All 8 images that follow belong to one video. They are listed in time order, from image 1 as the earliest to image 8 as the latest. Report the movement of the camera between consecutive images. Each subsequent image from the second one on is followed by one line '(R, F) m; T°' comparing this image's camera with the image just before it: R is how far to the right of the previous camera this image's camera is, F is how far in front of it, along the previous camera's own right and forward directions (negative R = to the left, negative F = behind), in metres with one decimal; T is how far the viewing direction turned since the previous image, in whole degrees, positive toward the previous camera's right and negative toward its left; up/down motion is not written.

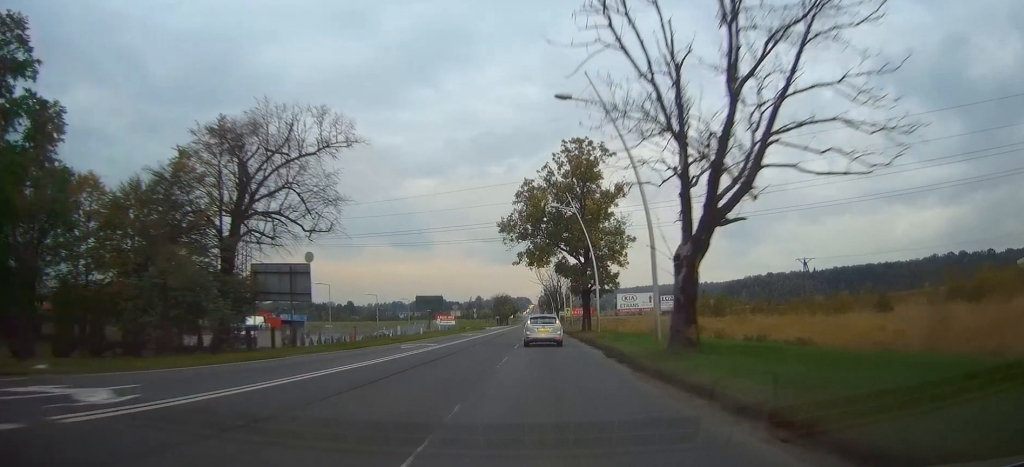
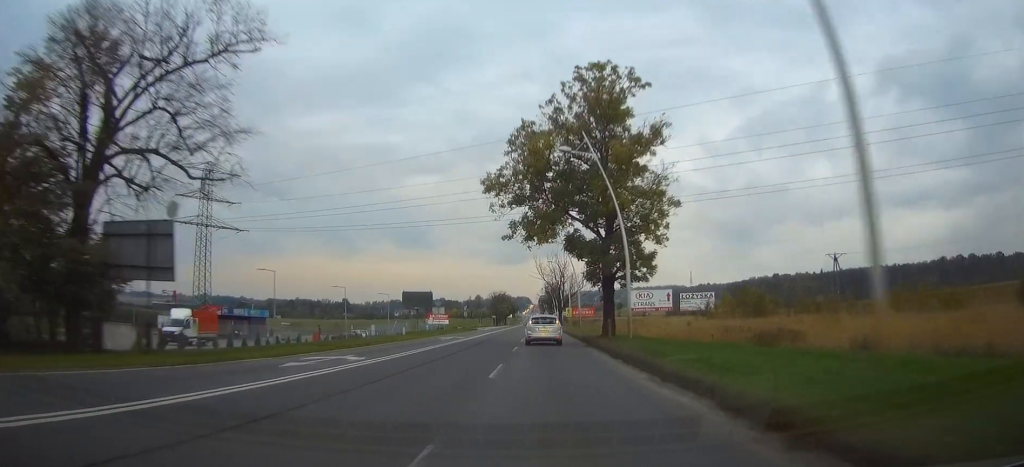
(-0.1, +15.6) m; 0°
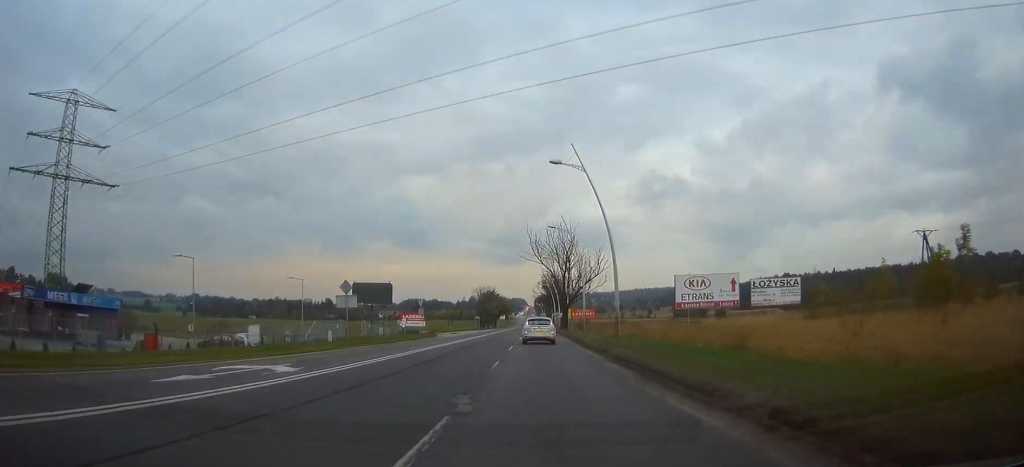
(0.0, +35.0) m; 0°
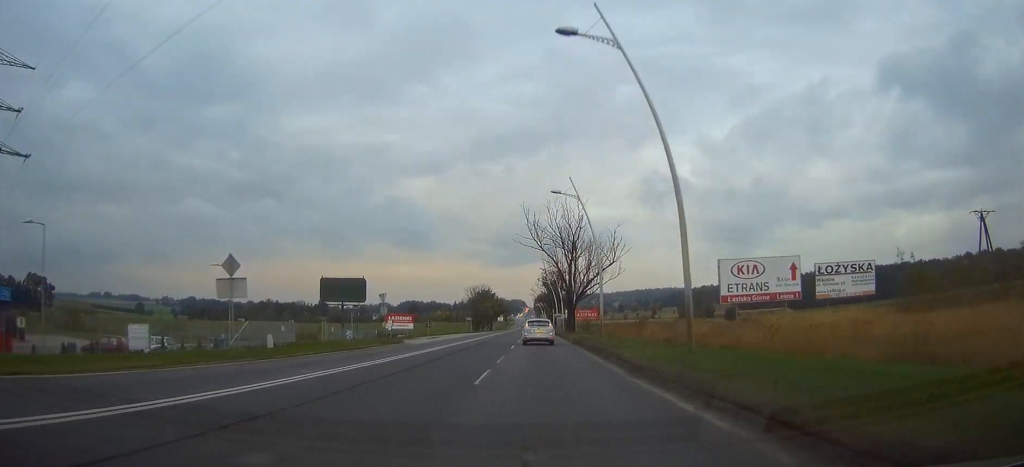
(0.0, +15.8) m; 0°
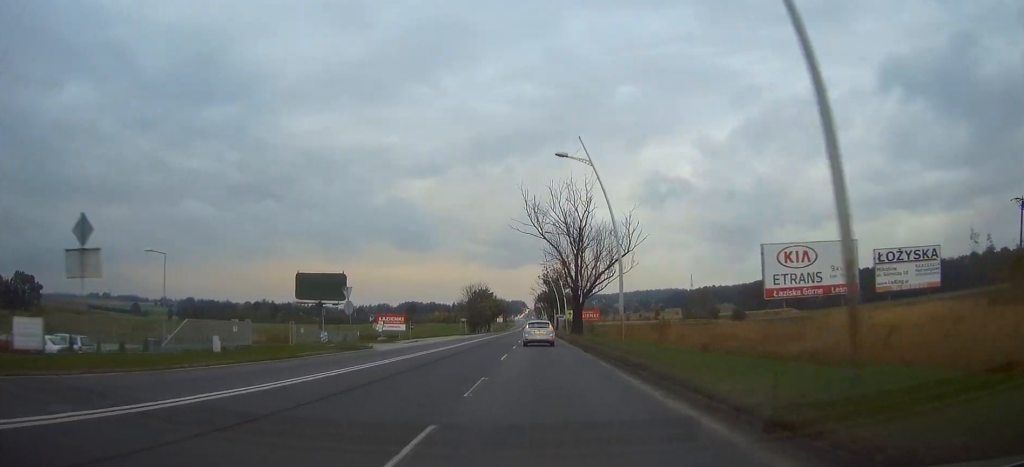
(0.0, +9.4) m; 0°
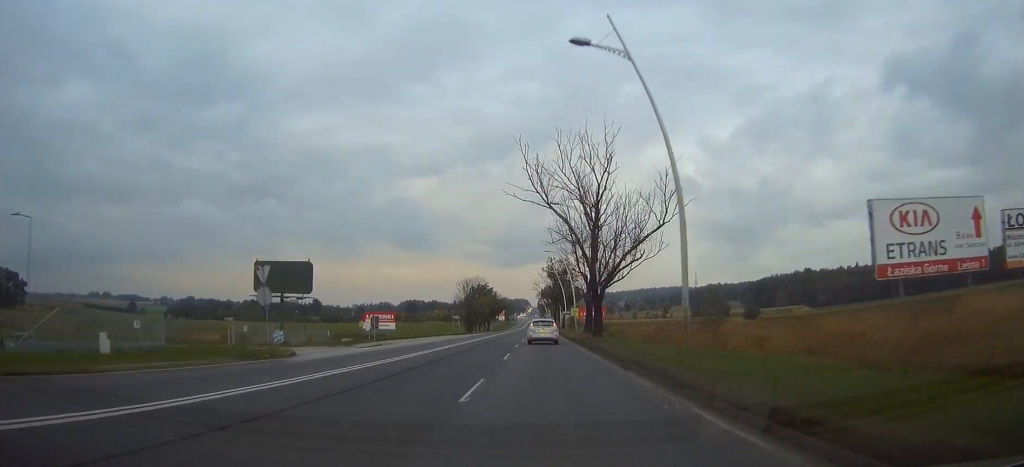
(+0.1, +13.3) m; 0°
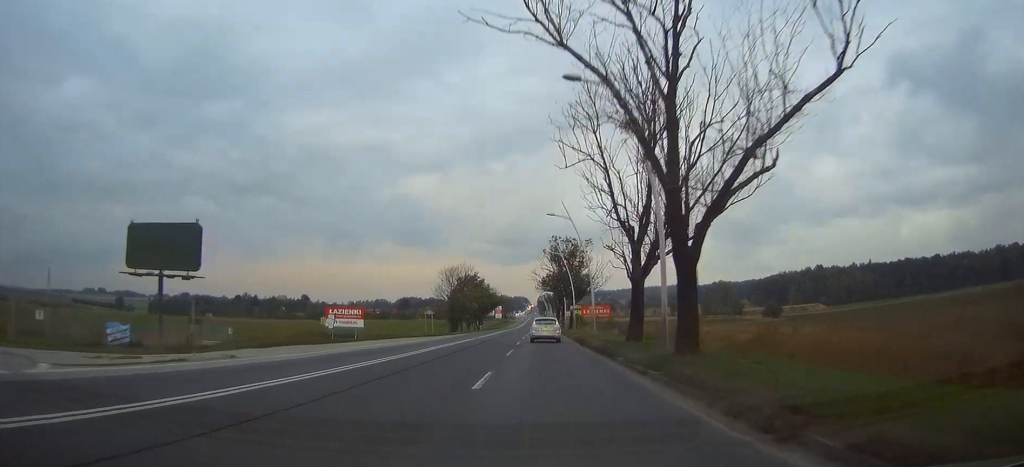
(+0.1, +22.9) m; 0°
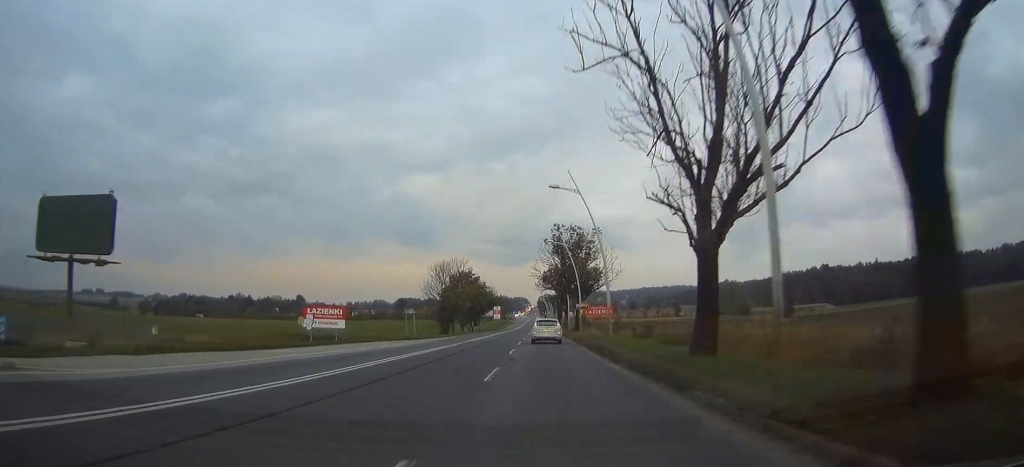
(0.0, +10.3) m; 0°
